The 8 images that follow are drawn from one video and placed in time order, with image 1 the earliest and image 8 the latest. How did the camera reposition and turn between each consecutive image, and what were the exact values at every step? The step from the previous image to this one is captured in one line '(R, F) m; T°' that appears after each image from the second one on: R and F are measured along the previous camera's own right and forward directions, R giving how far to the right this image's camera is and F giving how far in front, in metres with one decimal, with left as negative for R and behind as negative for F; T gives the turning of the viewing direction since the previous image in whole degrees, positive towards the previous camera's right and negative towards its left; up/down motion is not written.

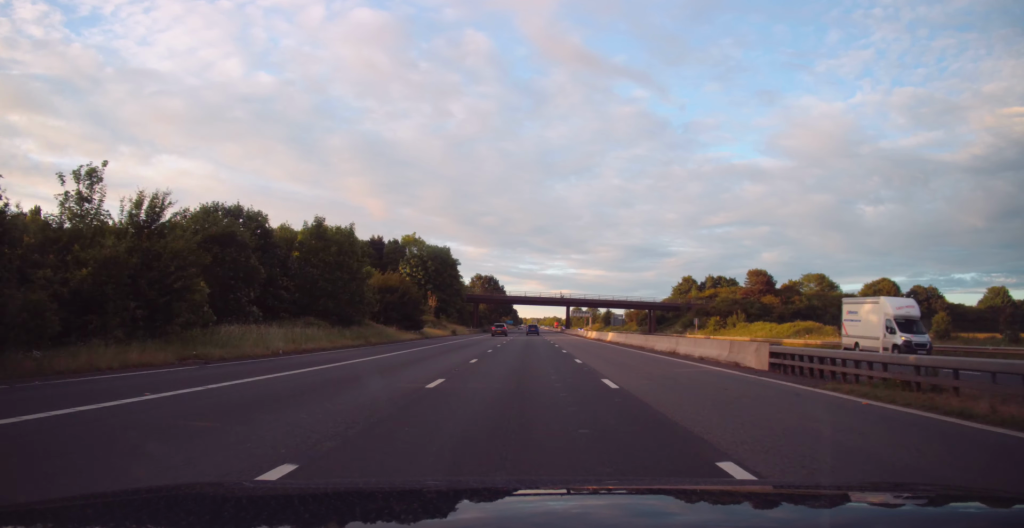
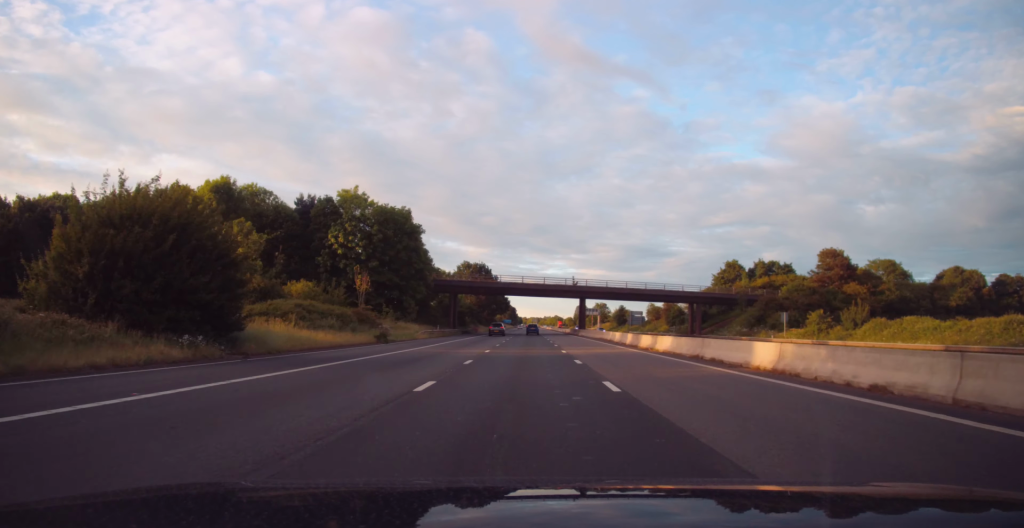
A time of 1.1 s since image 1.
(0.0, +36.7) m; 0°
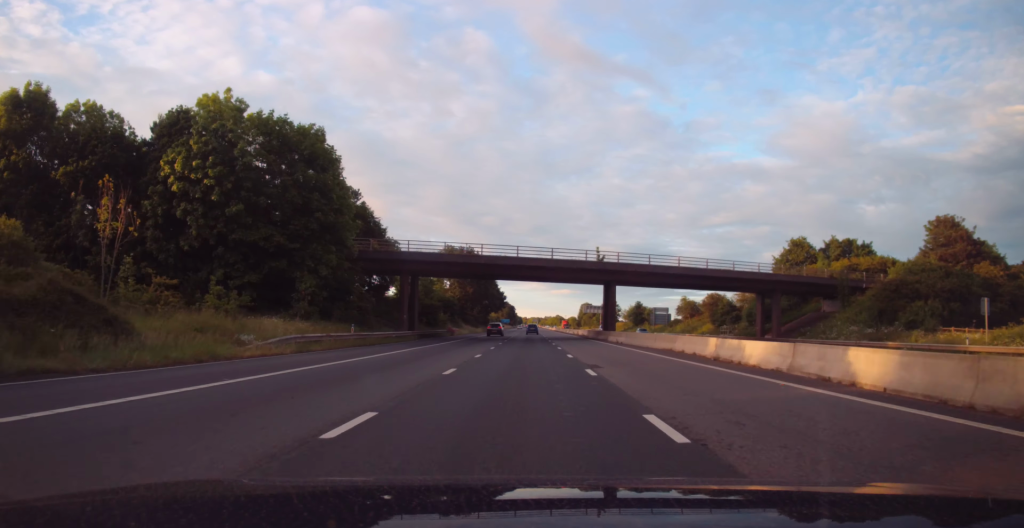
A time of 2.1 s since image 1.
(+0.1, +32.3) m; 0°
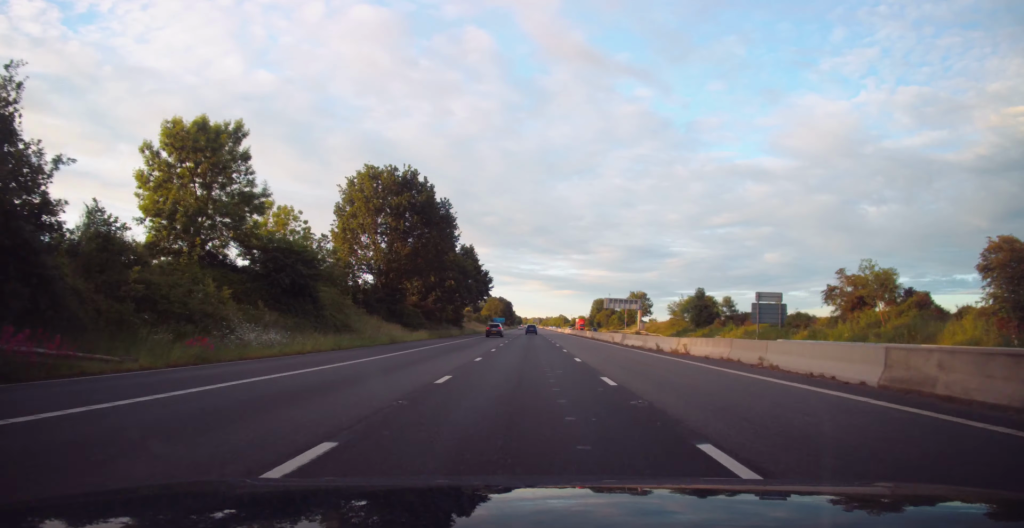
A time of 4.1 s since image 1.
(-0.4, +64.8) m; 0°
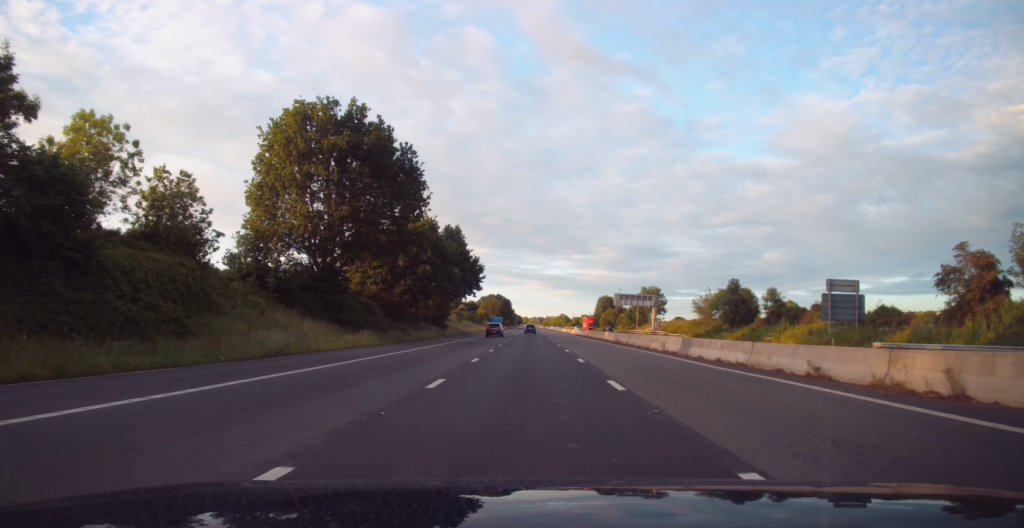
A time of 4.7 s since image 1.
(0.0, +19.5) m; 0°
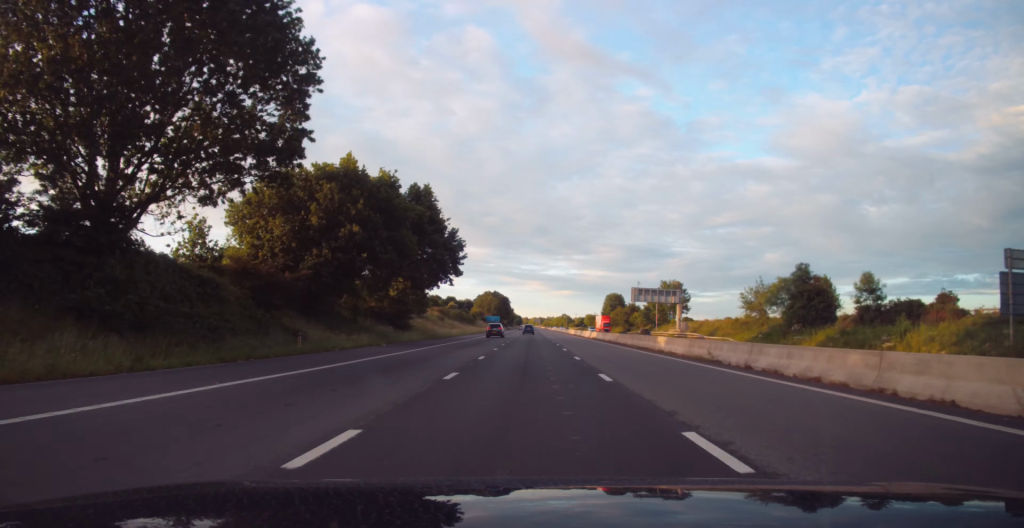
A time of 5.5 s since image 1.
(+0.2, +24.8) m; 0°
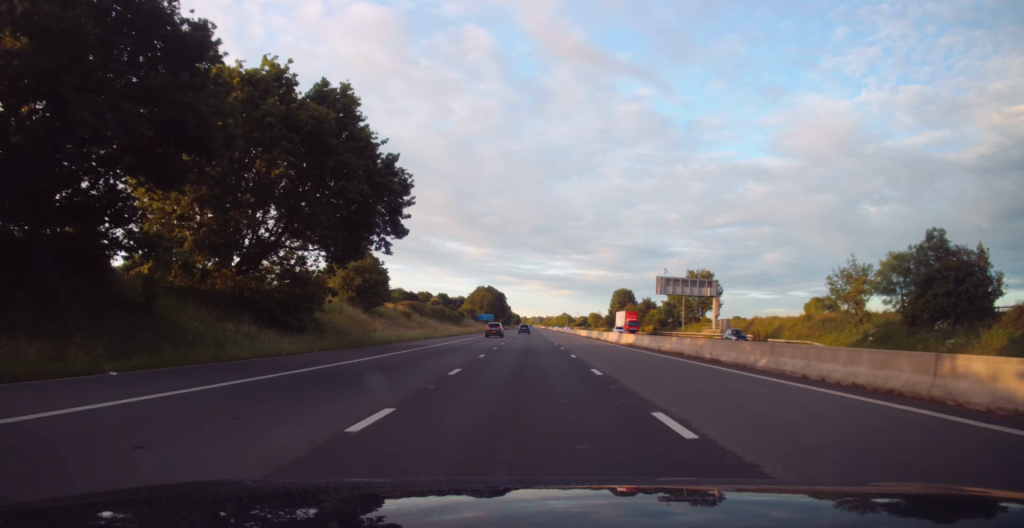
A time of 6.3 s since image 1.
(-0.1, +26.0) m; 0°
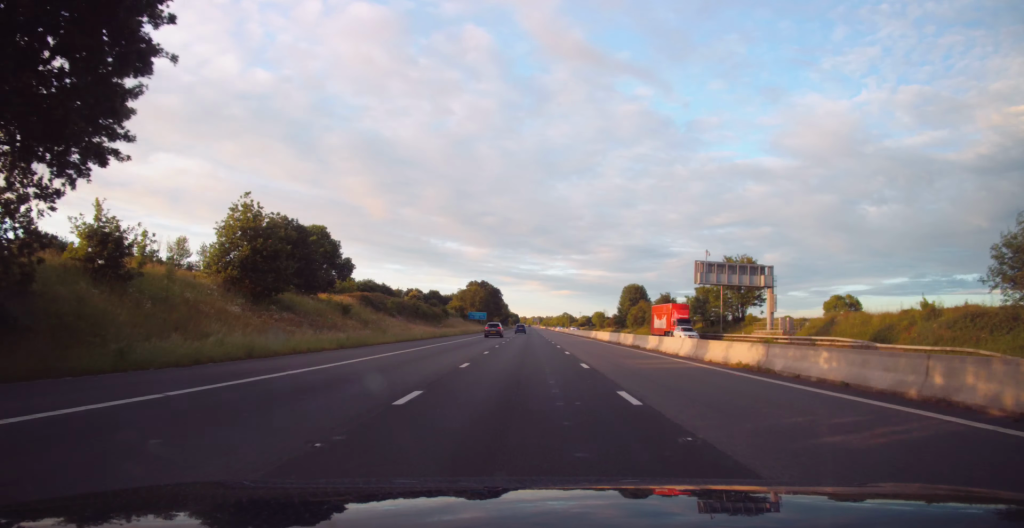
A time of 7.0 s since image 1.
(-0.1, +23.8) m; 0°
